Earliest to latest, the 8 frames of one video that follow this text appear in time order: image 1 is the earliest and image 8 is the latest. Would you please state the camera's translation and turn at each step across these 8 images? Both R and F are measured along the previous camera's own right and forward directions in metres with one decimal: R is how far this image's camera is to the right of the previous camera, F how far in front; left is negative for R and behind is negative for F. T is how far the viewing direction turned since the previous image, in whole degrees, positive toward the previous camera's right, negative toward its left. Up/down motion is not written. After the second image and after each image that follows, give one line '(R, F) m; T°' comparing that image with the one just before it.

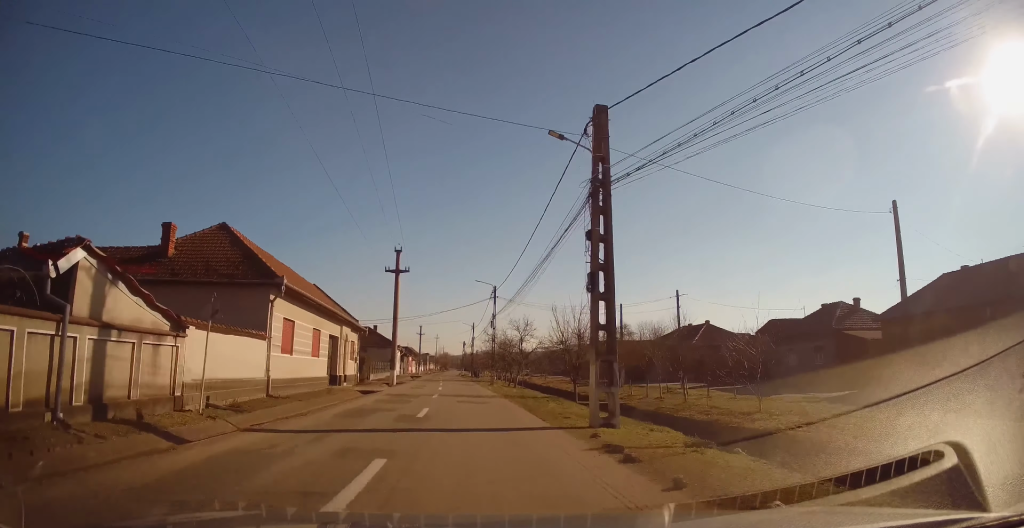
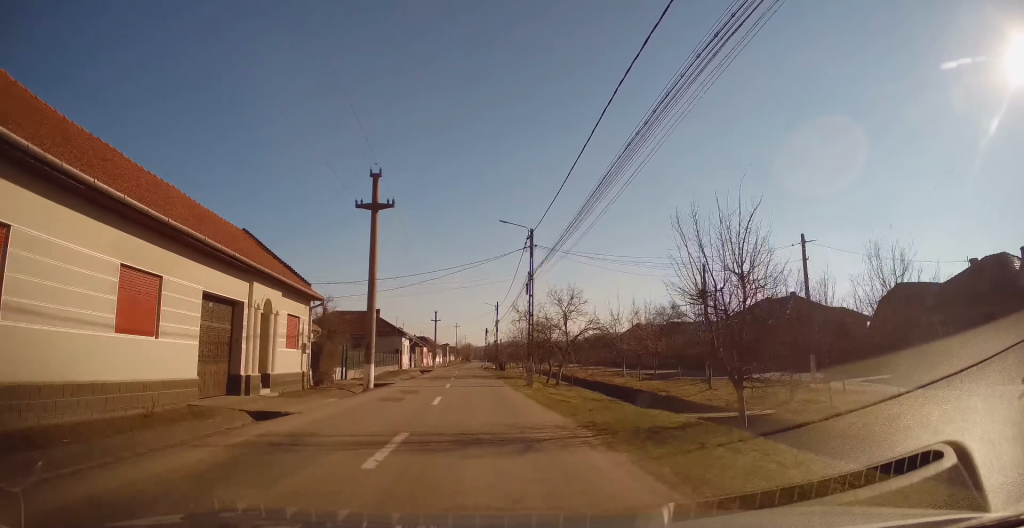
(+0.2, +15.8) m; 0°
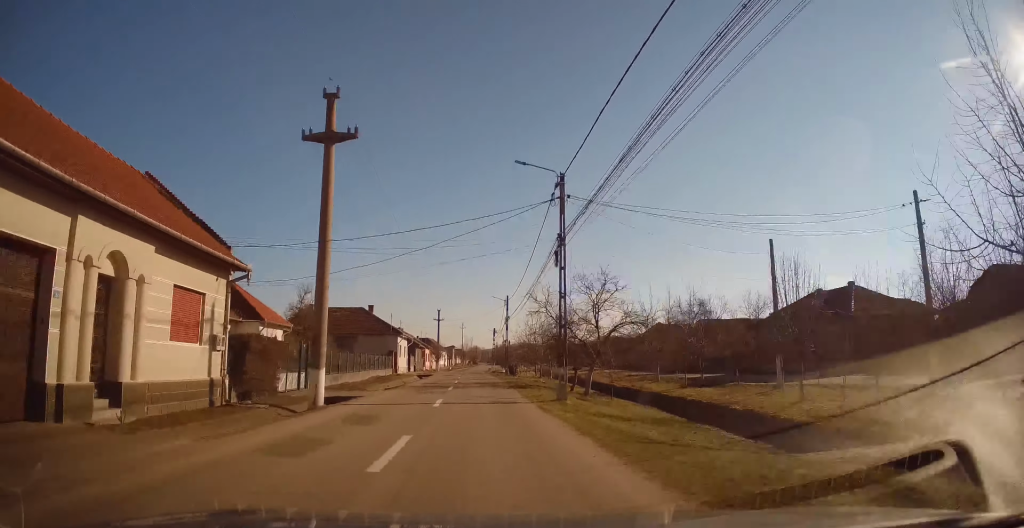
(-0.2, +8.9) m; -2°
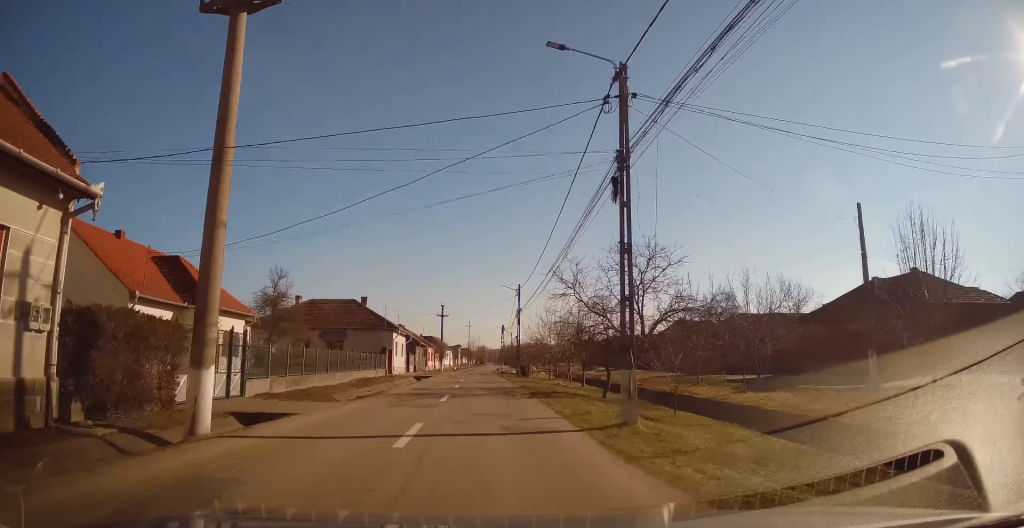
(-0.2, +7.5) m; -2°
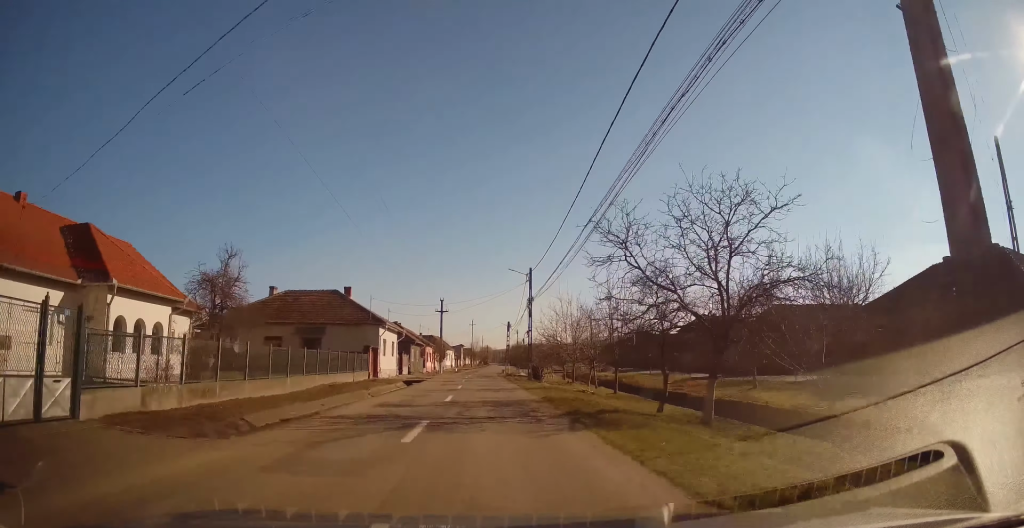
(-0.1, +8.1) m; -2°
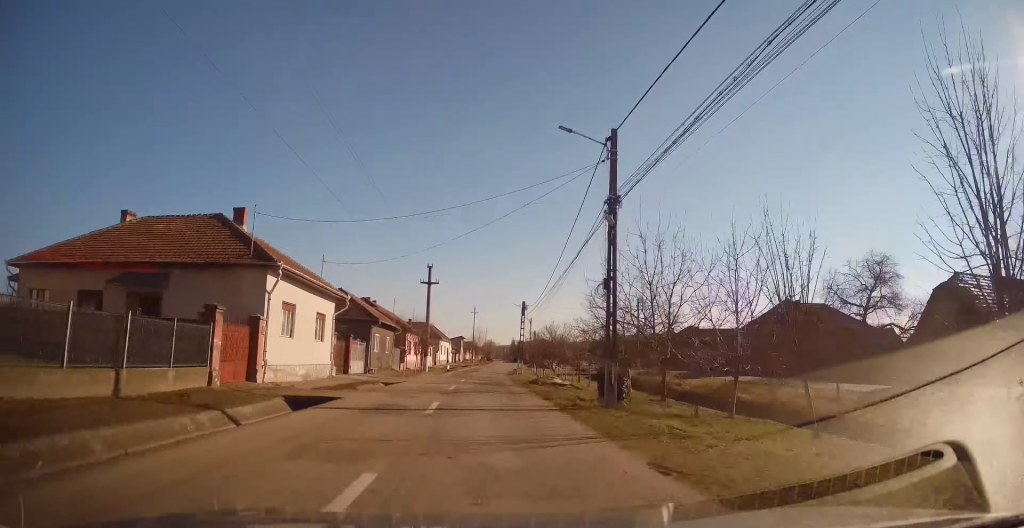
(+0.3, +23.2) m; +3°
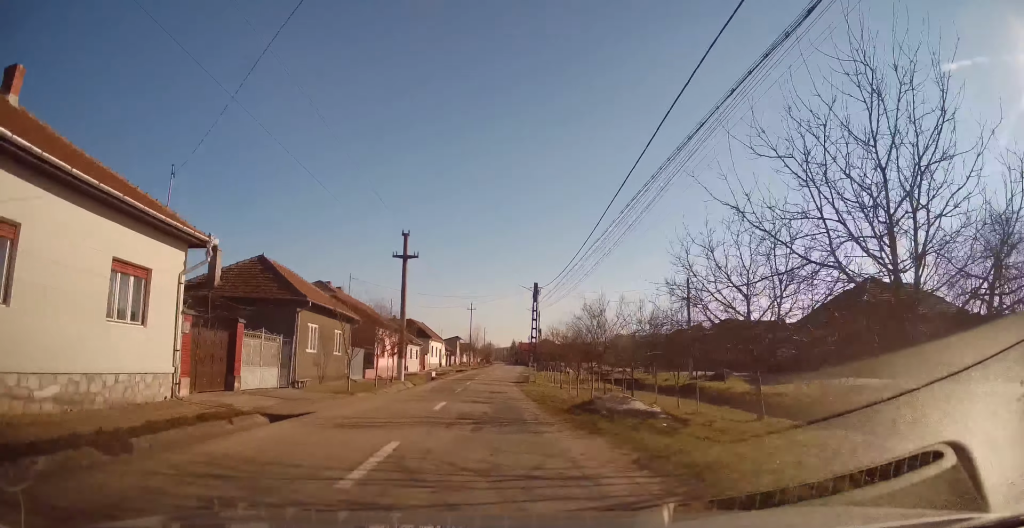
(+0.3, +15.7) m; 0°
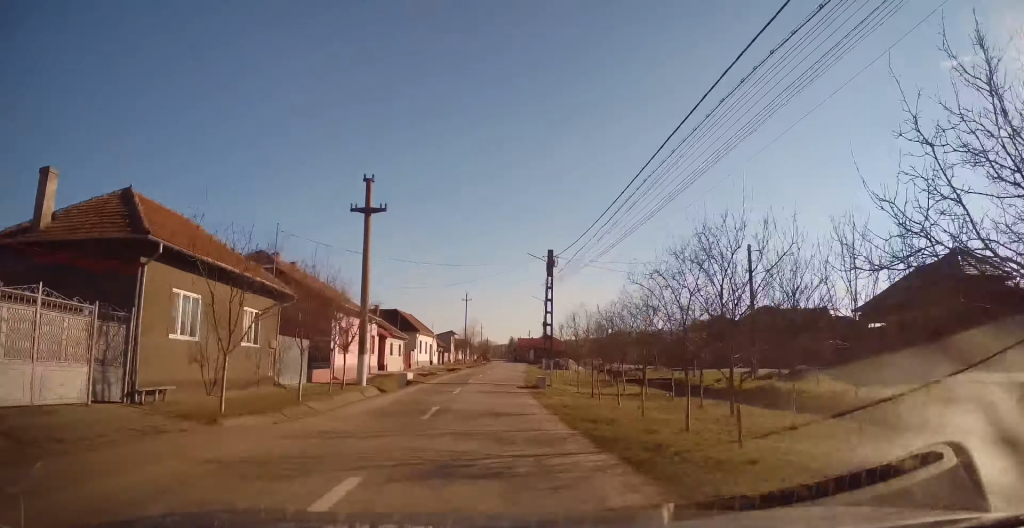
(-0.1, +11.5) m; -1°
